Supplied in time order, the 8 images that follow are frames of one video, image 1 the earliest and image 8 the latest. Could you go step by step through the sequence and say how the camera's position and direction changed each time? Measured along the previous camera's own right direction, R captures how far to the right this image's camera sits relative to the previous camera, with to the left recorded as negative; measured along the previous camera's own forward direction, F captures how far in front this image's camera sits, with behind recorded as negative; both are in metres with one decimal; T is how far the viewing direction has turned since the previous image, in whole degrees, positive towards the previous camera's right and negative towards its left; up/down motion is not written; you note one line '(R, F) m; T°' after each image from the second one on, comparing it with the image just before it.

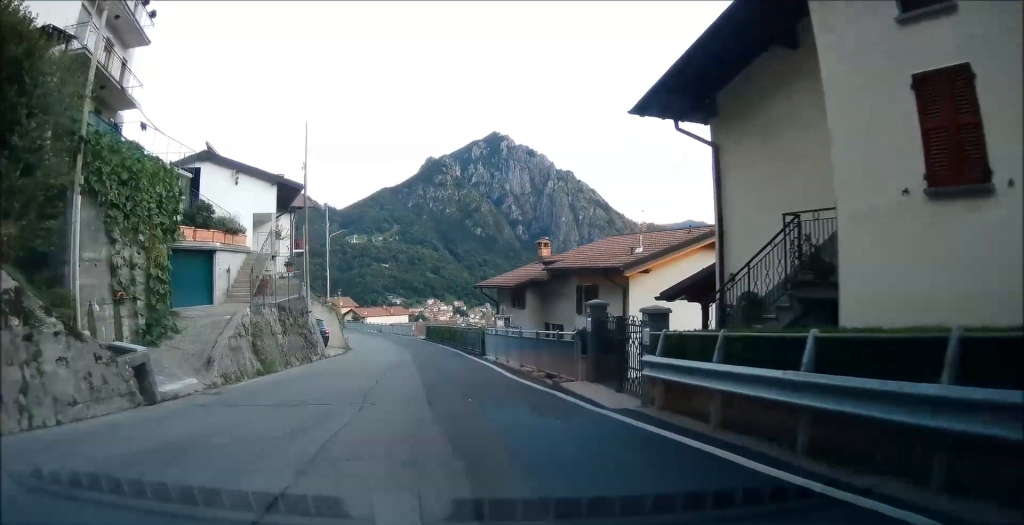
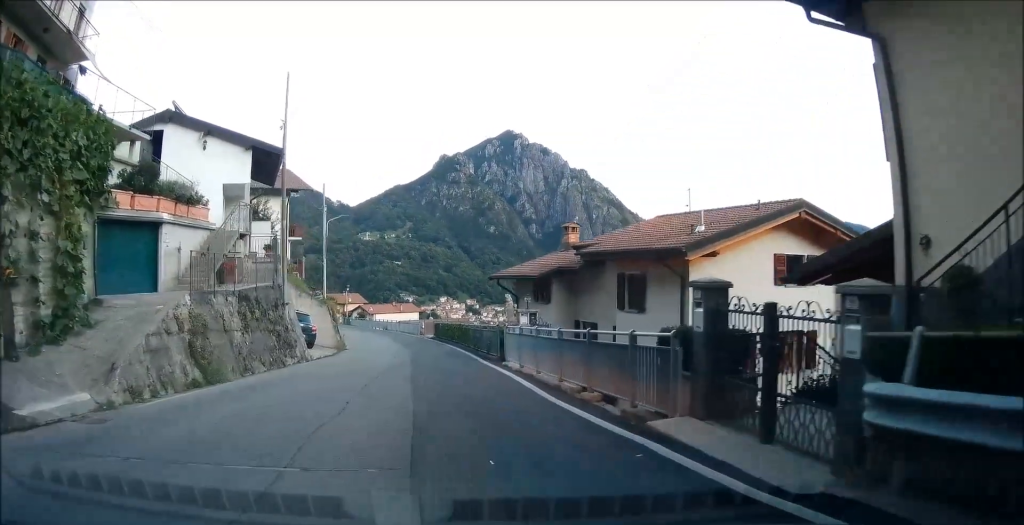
(-0.1, +8.5) m; -1°
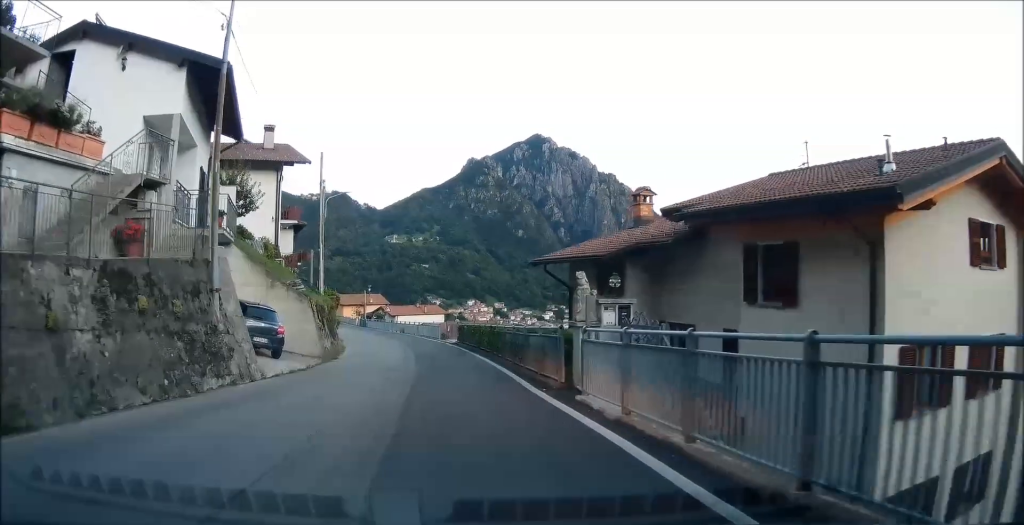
(-0.1, +13.9) m; -2°
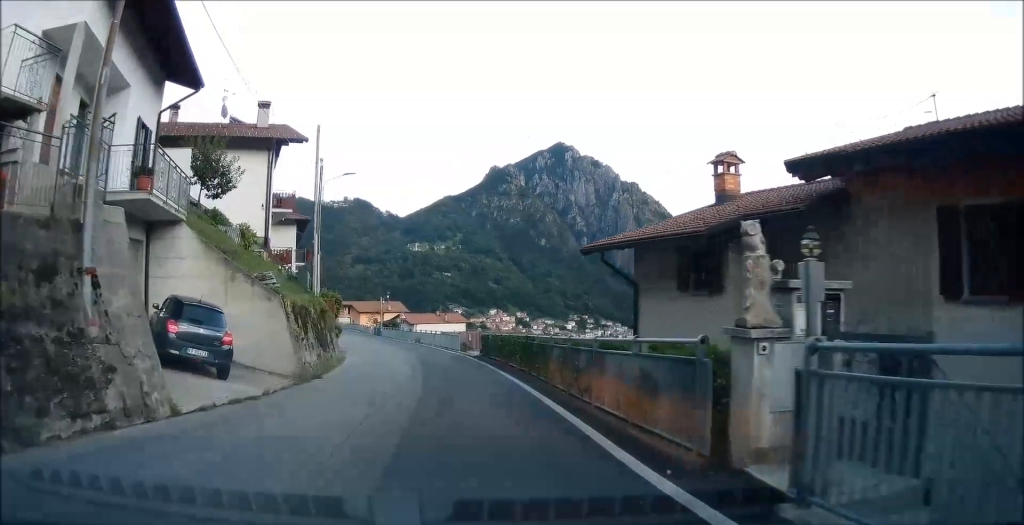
(-0.2, +10.2) m; -1°
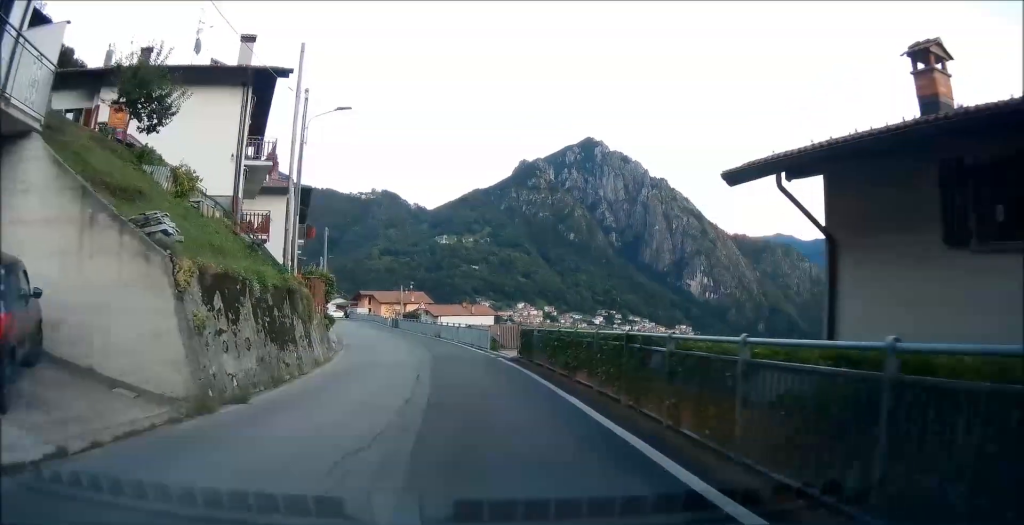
(0.0, +13.6) m; 0°
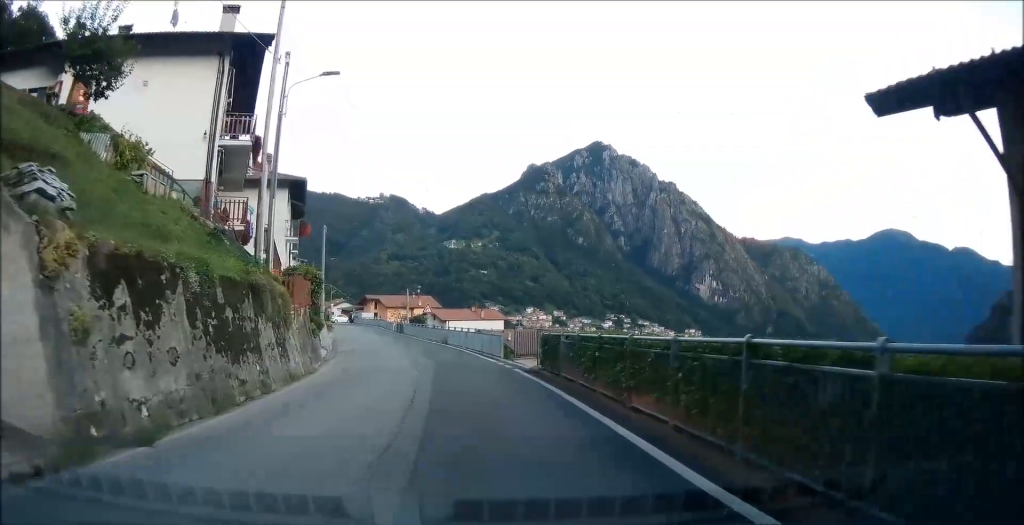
(0.0, +5.5) m; 0°
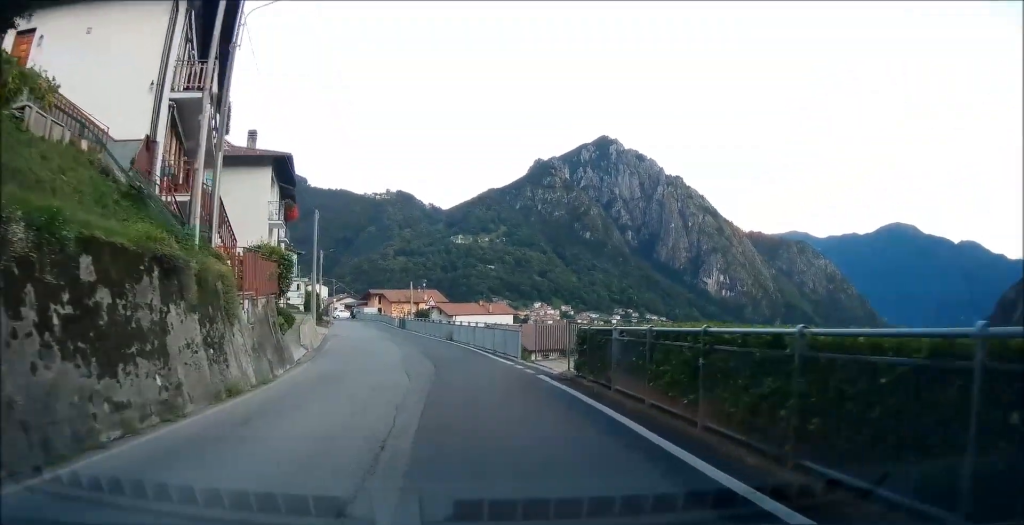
(0.0, +6.9) m; 0°
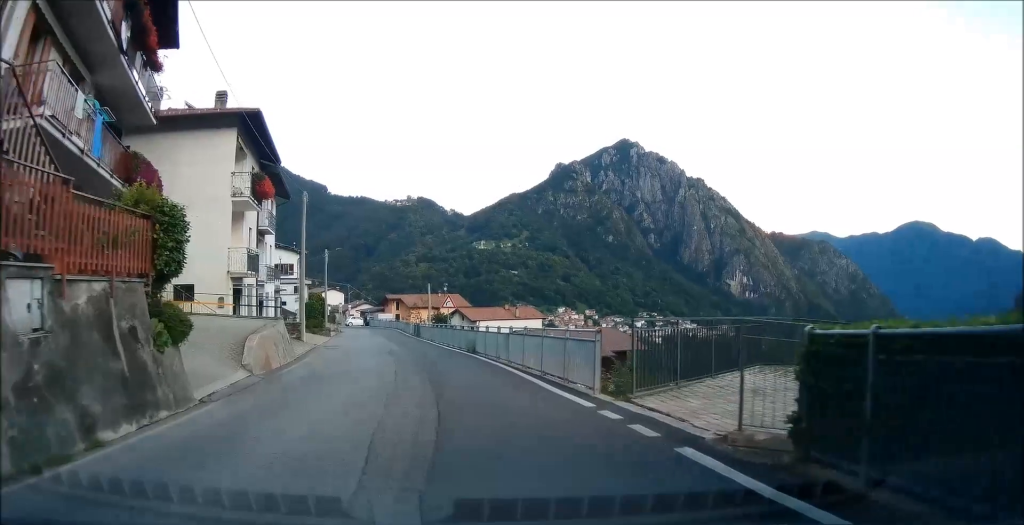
(-0.2, +11.2) m; -4°
